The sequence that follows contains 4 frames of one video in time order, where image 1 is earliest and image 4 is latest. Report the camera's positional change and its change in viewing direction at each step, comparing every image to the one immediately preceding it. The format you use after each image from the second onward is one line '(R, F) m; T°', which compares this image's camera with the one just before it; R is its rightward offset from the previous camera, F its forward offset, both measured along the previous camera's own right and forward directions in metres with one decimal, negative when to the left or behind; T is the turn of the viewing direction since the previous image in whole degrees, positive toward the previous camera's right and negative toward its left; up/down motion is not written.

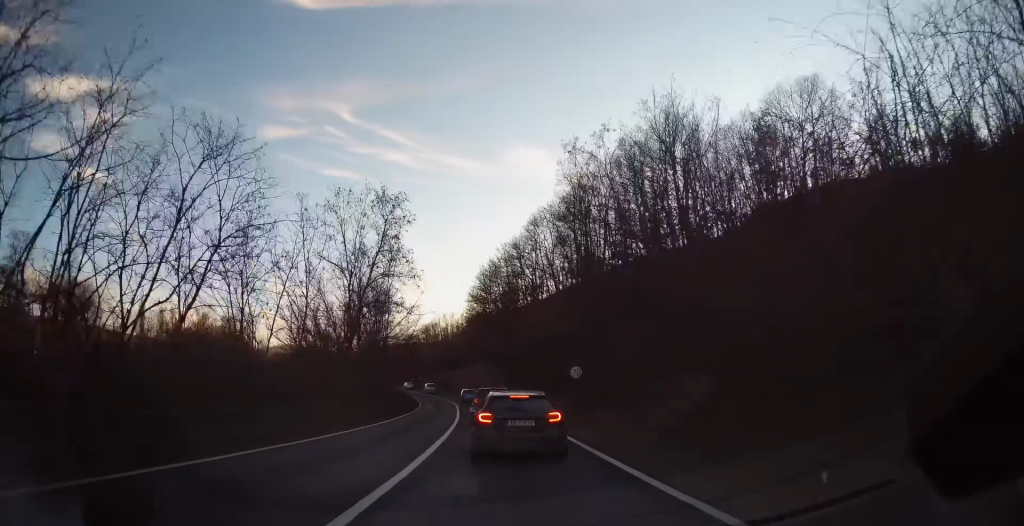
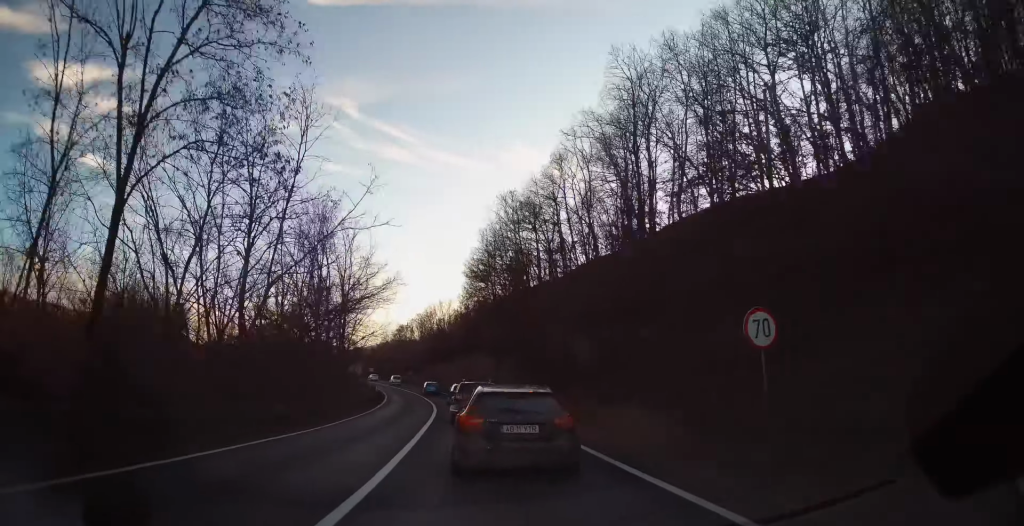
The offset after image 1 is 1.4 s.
(+0.2, +19.2) m; -1°
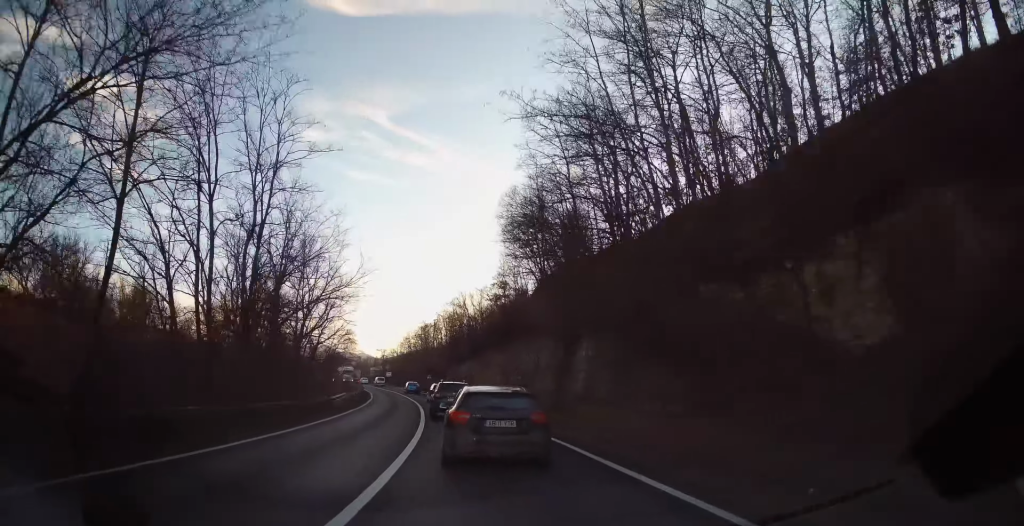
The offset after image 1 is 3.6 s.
(-0.7, +25.3) m; -4°
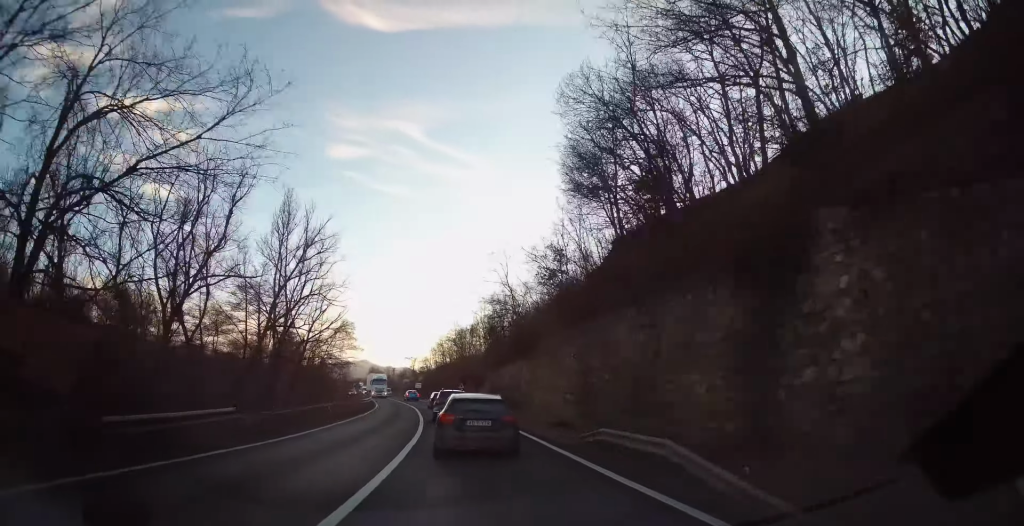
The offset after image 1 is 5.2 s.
(-0.8, +19.9) m; -5°
